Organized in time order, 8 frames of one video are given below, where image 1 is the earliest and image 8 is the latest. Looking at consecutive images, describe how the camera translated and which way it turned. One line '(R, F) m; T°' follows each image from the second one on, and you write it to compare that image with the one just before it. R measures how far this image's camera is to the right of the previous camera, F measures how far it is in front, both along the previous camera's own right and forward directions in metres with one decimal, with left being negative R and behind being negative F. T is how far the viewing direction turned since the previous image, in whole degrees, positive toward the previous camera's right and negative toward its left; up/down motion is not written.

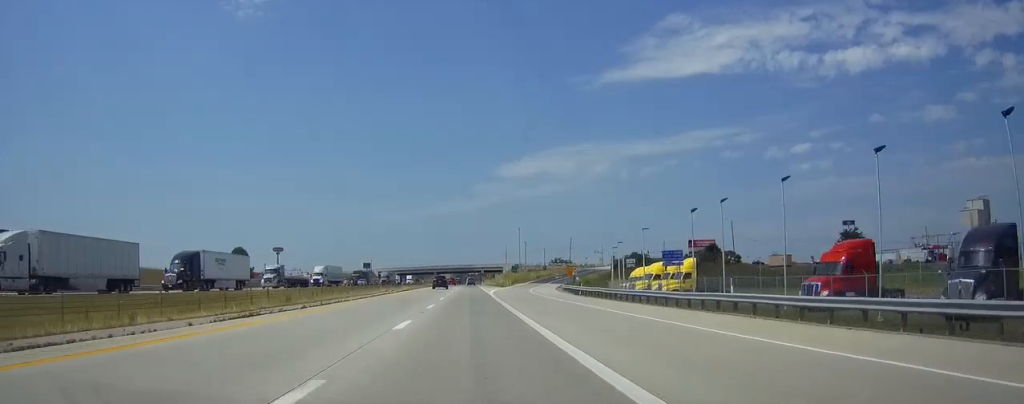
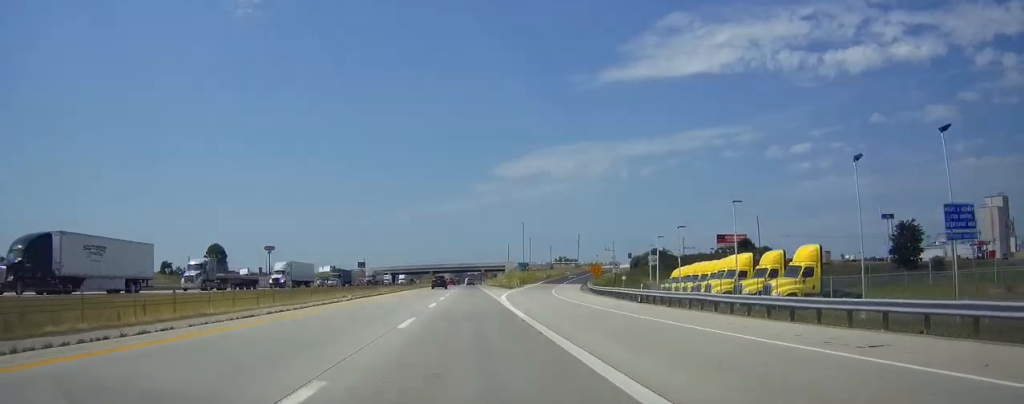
(0.0, +23.6) m; 0°
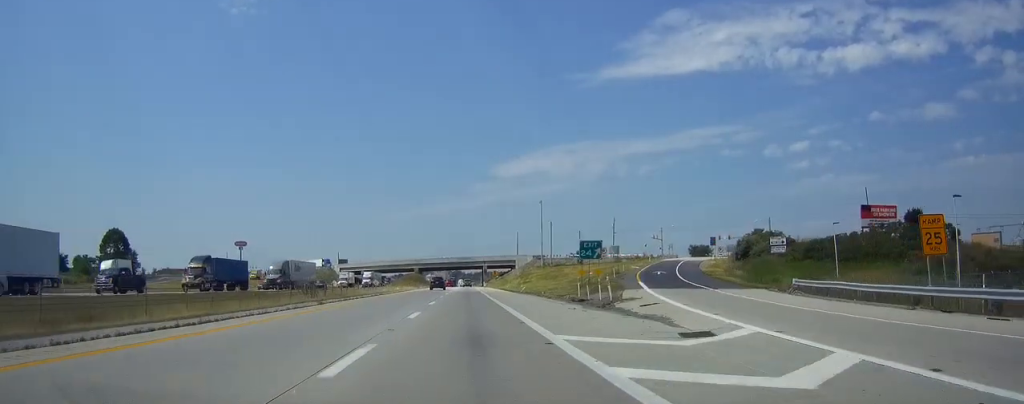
(+0.3, +69.2) m; 0°
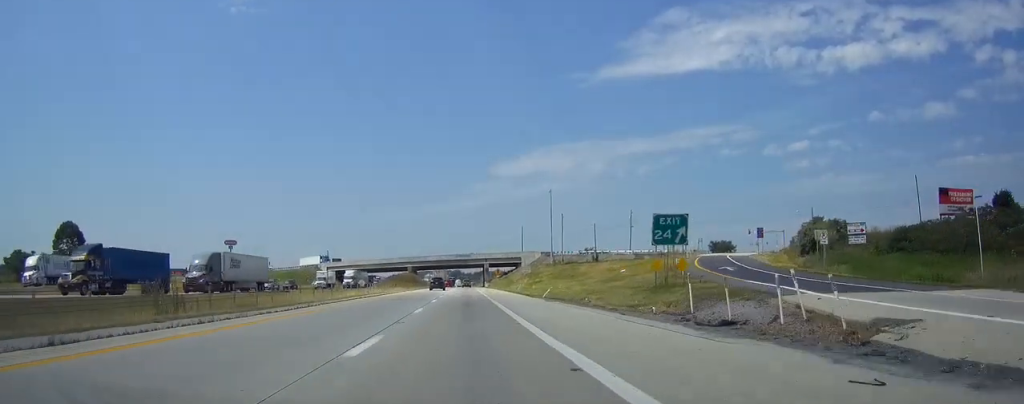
(0.0, +21.8) m; 0°
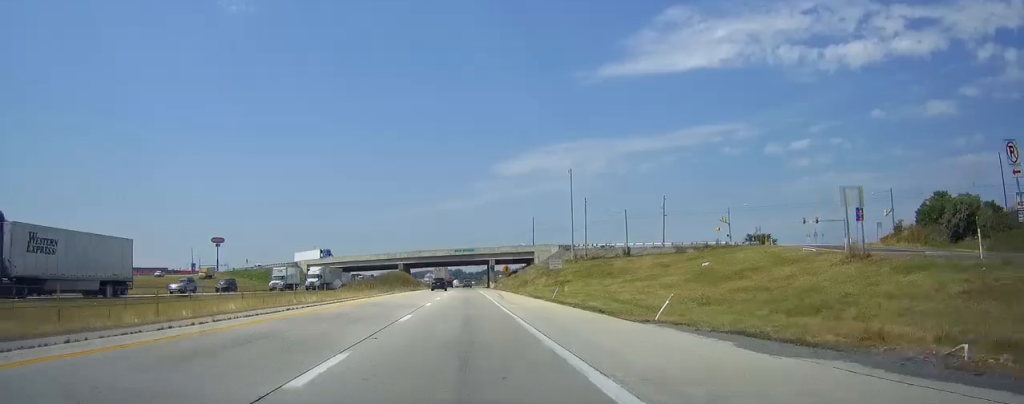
(0.0, +29.5) m; 0°
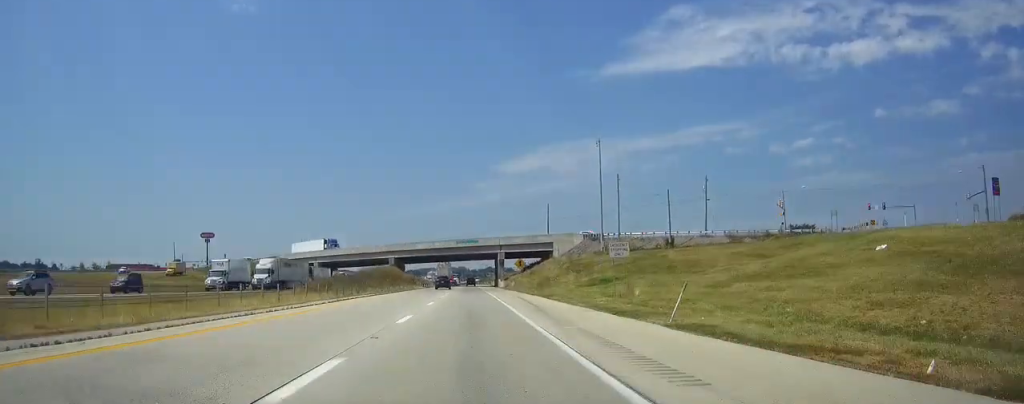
(0.0, +25.2) m; 0°
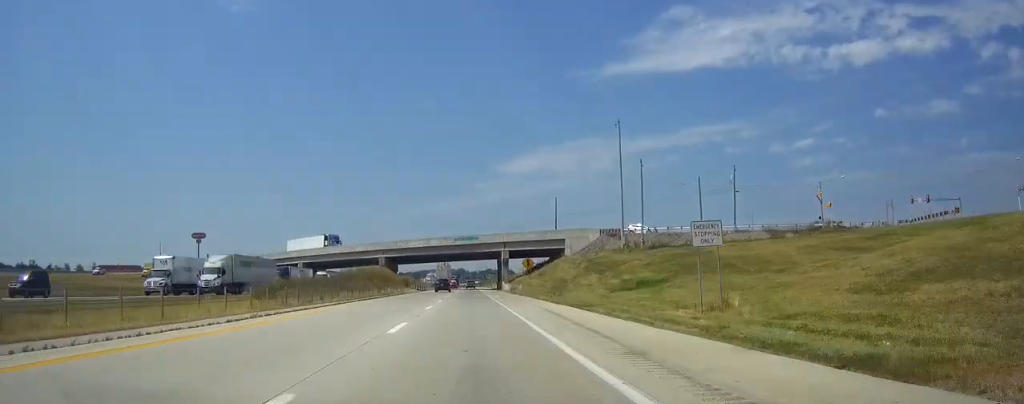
(0.0, +14.4) m; 0°
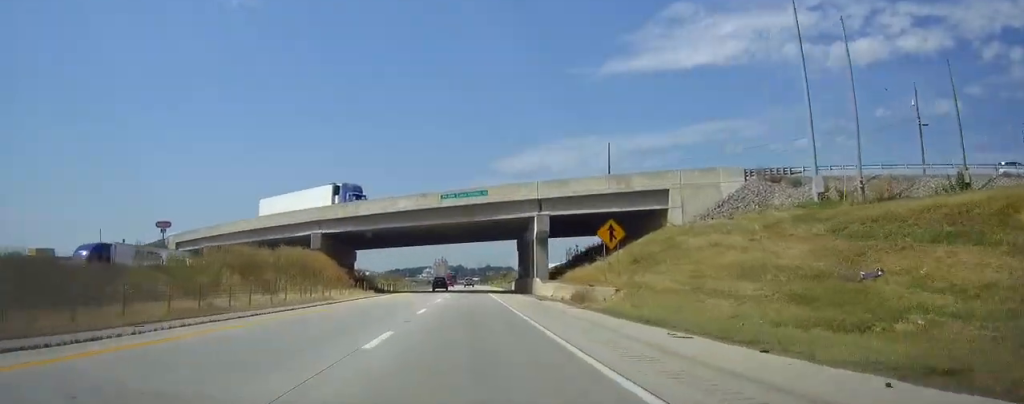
(-0.1, +52.1) m; 0°
